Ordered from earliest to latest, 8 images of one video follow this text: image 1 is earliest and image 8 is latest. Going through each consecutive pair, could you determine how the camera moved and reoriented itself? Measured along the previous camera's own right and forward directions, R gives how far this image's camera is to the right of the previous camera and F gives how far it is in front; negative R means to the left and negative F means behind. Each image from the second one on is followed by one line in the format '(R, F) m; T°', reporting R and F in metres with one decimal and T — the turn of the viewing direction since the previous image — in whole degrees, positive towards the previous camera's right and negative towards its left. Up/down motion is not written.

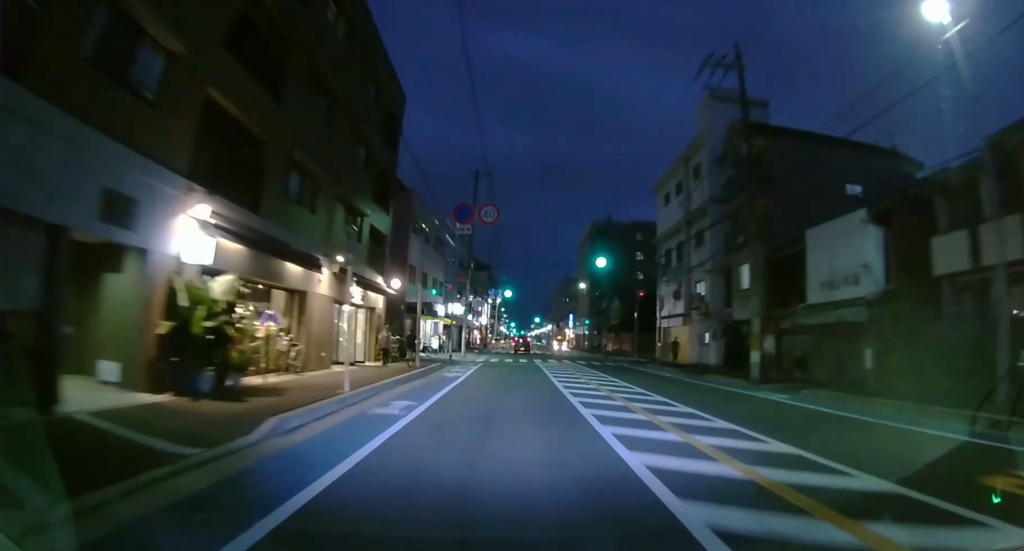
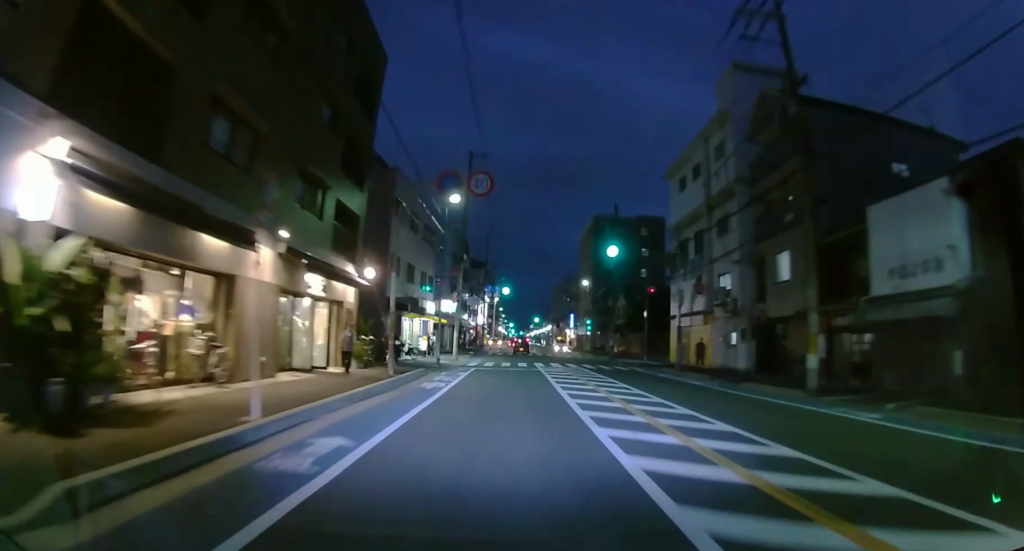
(0.0, +4.4) m; 0°
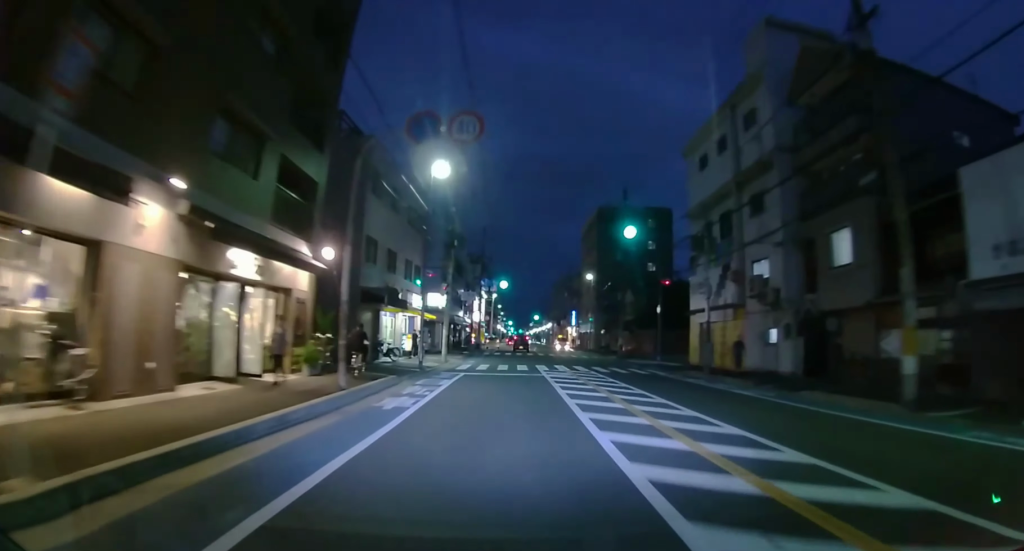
(0.0, +4.5) m; 0°
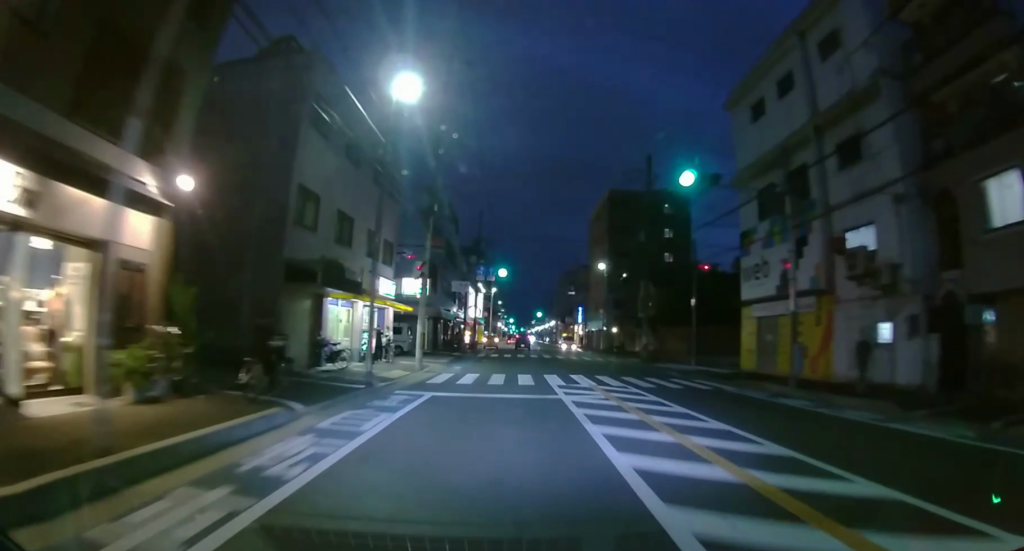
(0.0, +7.7) m; 0°
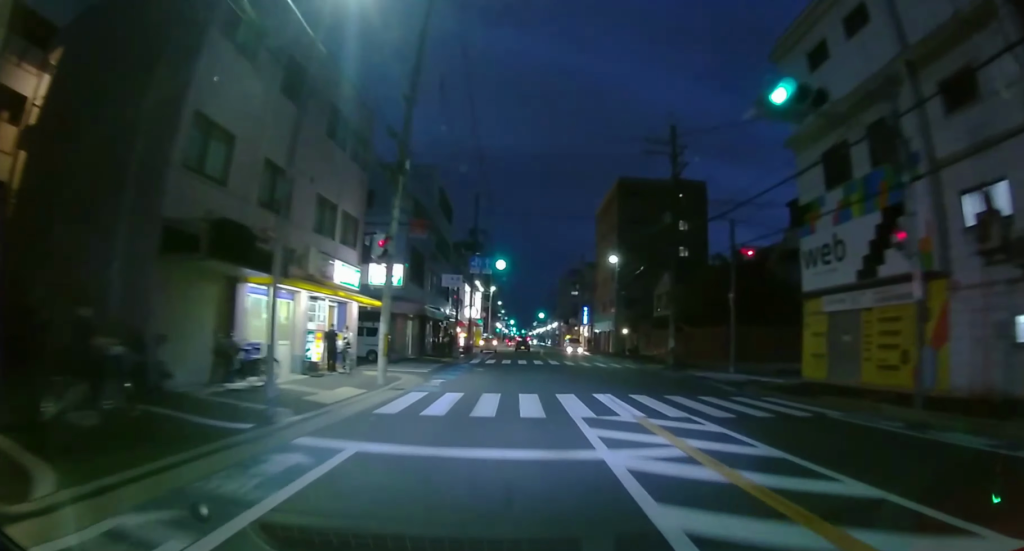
(0.0, +6.2) m; 0°
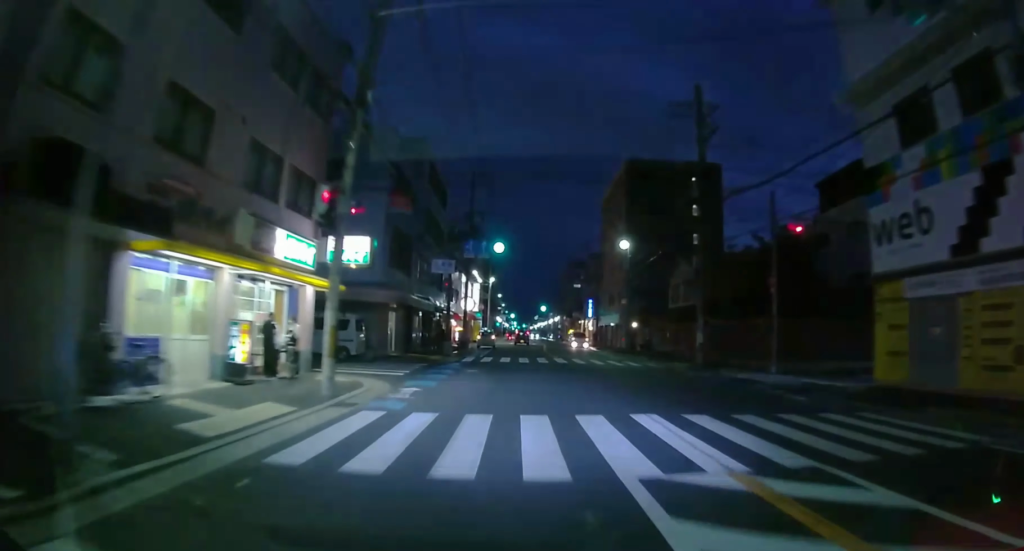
(0.0, +4.9) m; 0°
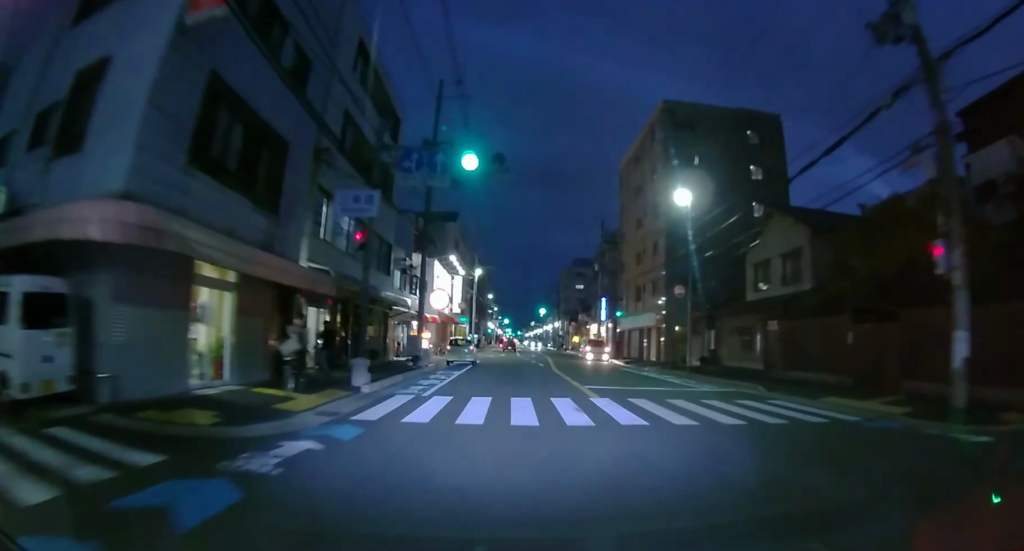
(0.0, +16.4) m; 0°
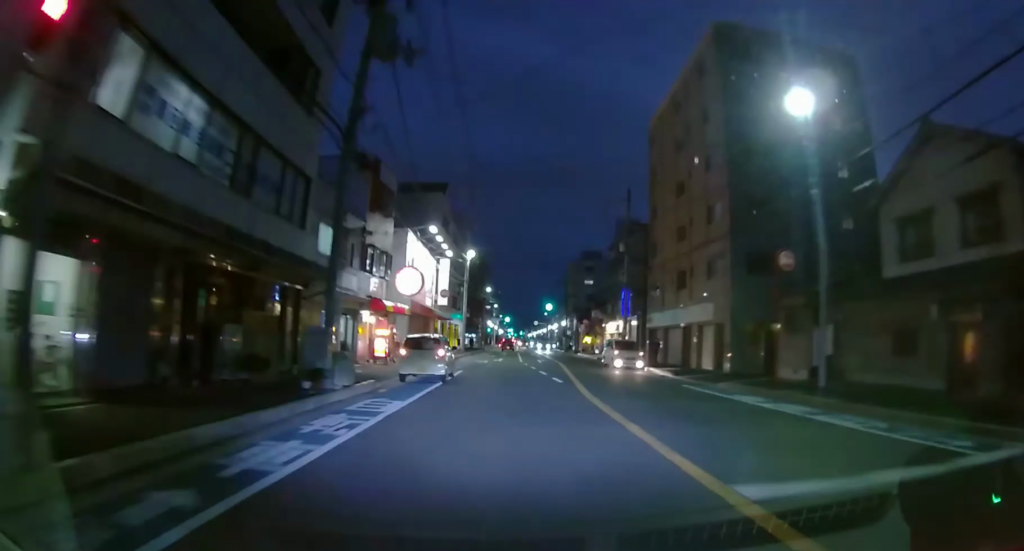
(0.0, +11.5) m; 0°
